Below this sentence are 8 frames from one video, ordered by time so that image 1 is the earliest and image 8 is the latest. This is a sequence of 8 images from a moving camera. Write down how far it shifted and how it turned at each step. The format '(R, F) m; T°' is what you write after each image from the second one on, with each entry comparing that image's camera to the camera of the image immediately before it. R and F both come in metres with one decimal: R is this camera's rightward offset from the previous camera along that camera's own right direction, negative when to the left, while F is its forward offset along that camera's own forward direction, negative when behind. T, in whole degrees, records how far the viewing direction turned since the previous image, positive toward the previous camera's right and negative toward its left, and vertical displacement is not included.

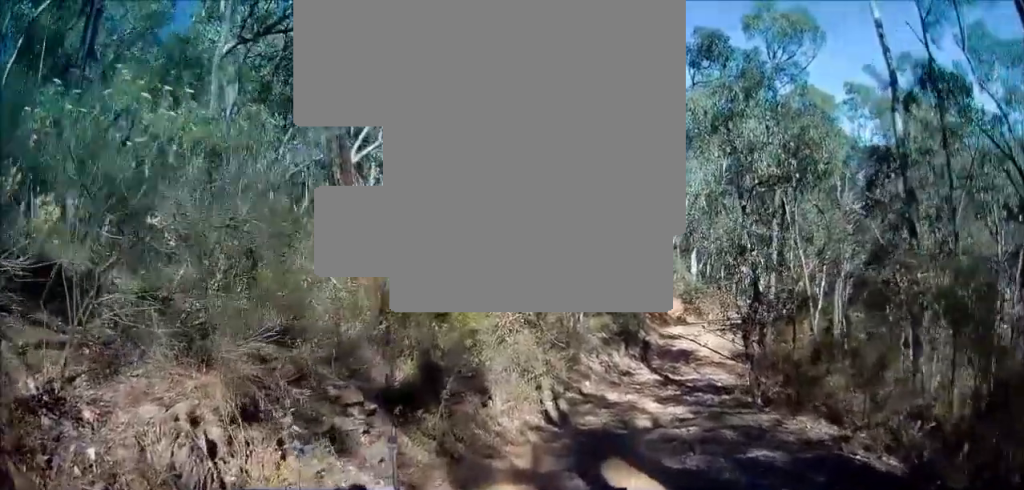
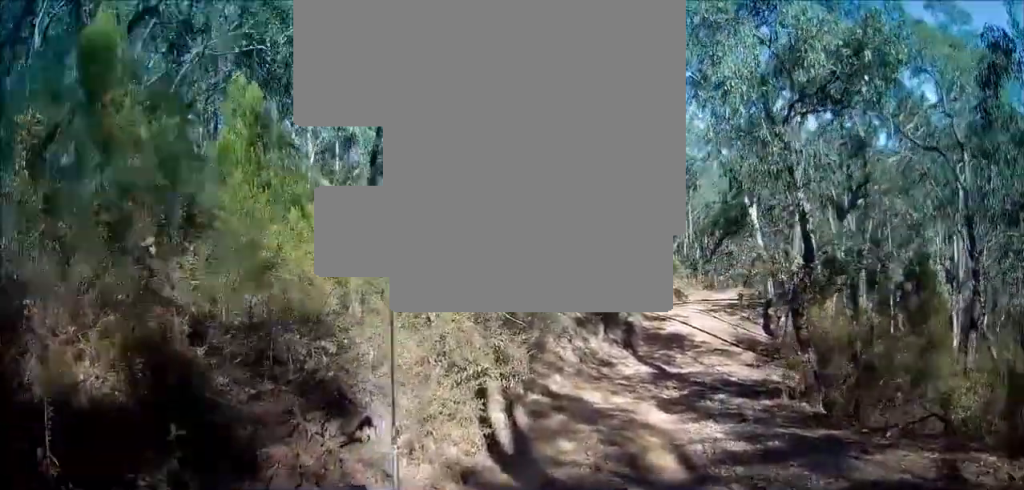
(0.0, +6.0) m; +4°
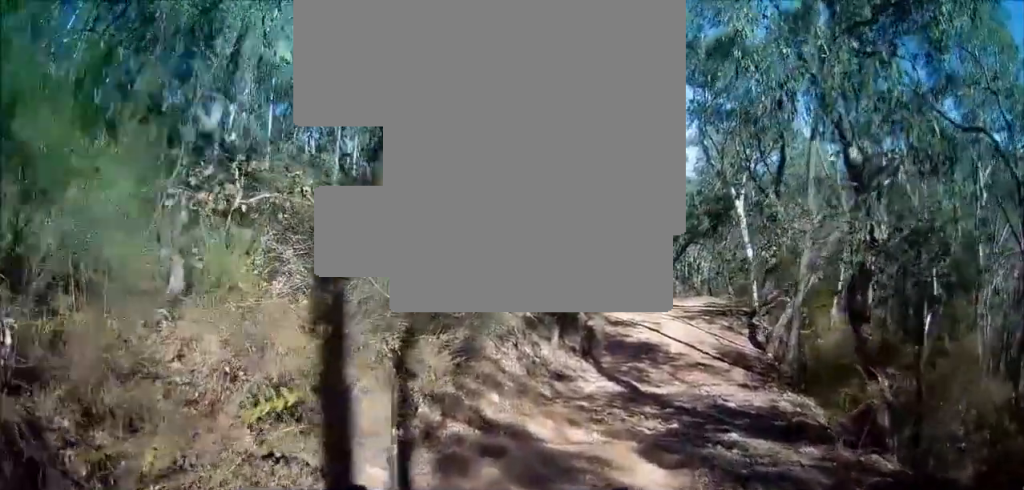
(+0.6, +4.7) m; +12°
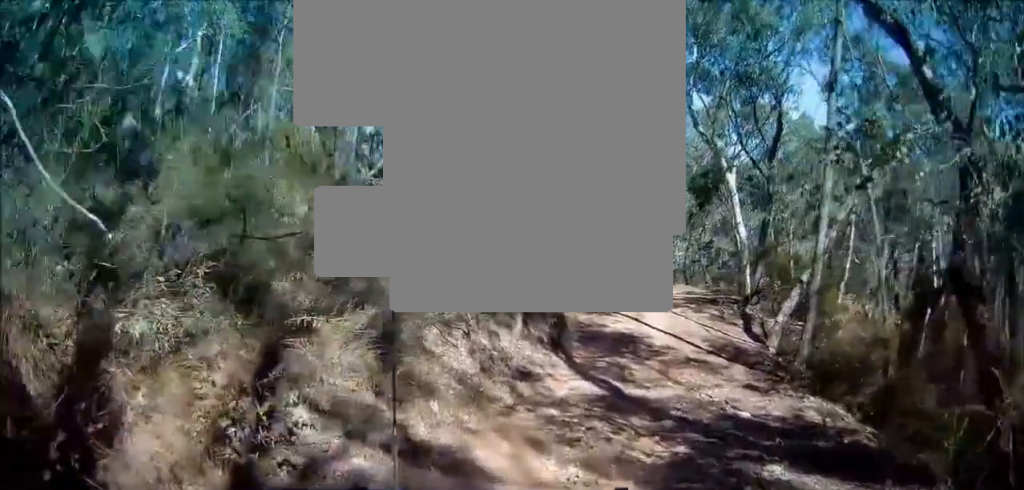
(+0.2, +3.6) m; +1°
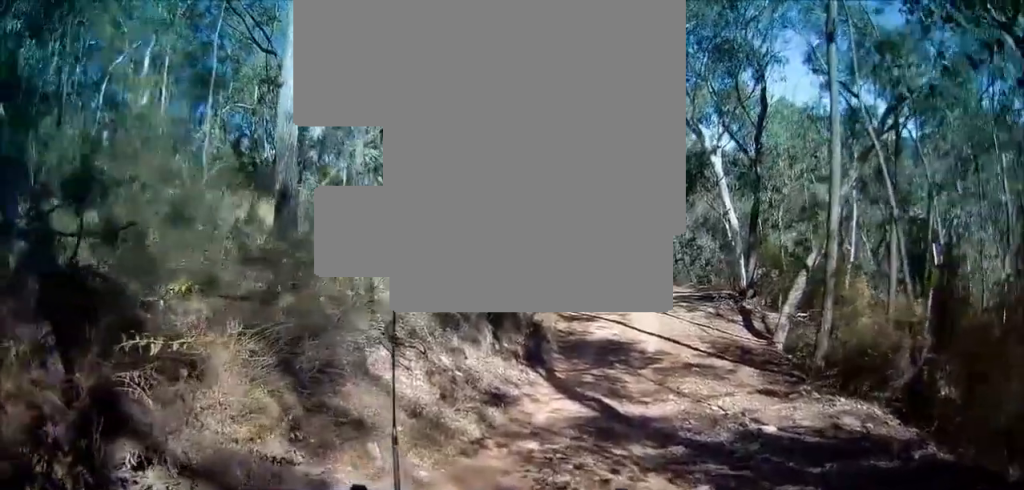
(+0.1, +2.4) m; -5°
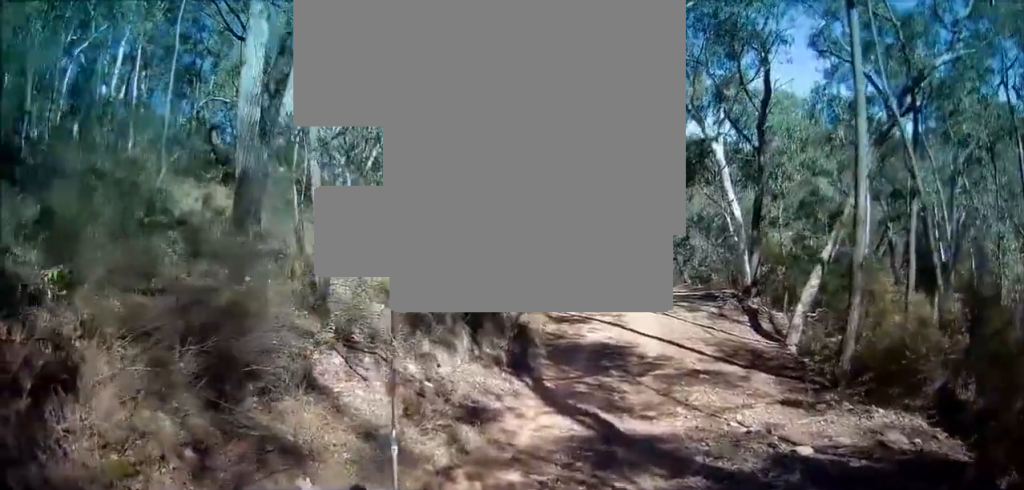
(-0.2, +1.9) m; 0°
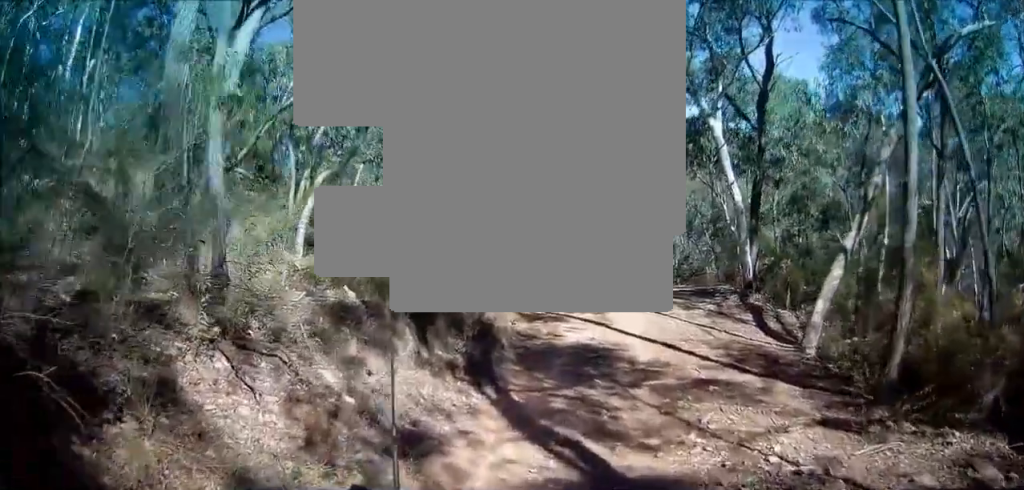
(-0.3, +3.0) m; +2°
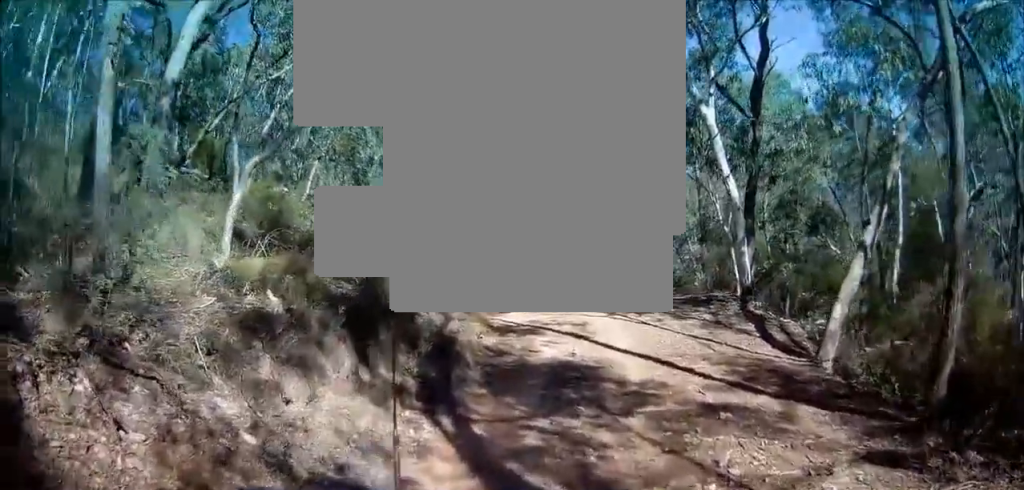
(+0.3, +2.0) m; +3°
